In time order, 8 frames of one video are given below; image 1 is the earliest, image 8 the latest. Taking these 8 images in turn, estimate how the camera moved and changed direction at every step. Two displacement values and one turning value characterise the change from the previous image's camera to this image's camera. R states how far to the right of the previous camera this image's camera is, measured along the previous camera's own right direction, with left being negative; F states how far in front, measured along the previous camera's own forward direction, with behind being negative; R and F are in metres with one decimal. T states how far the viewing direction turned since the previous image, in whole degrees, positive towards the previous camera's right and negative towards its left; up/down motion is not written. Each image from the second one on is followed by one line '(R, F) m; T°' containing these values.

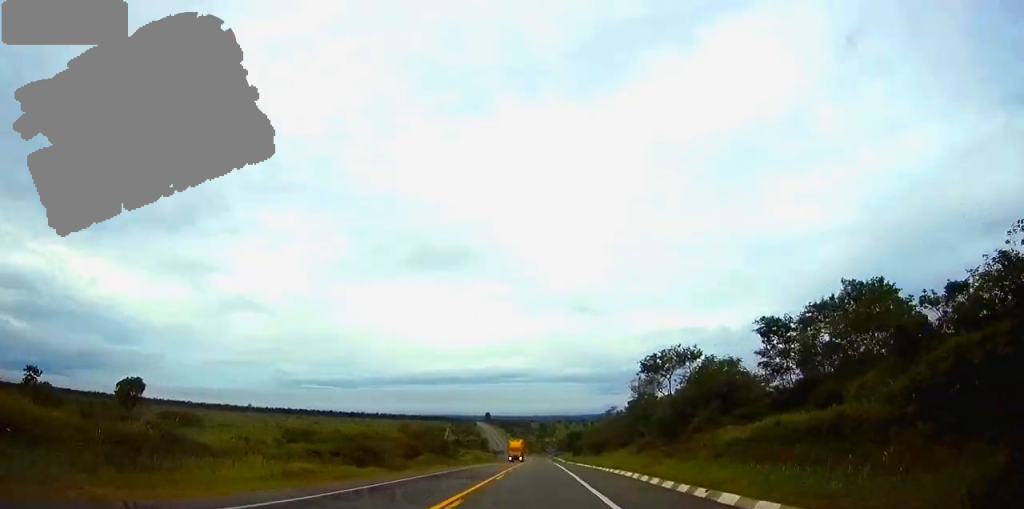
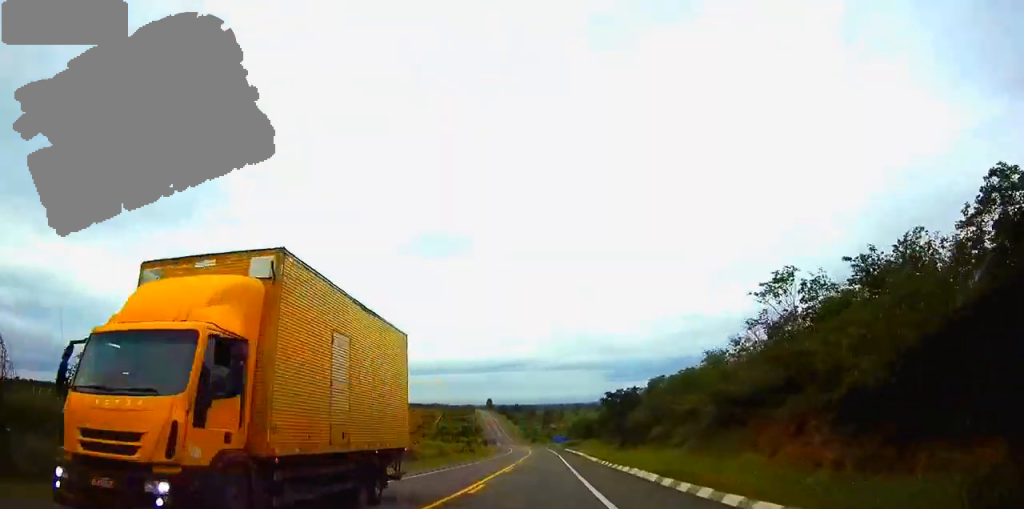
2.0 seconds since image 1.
(-0.2, +73.0) m; -1°
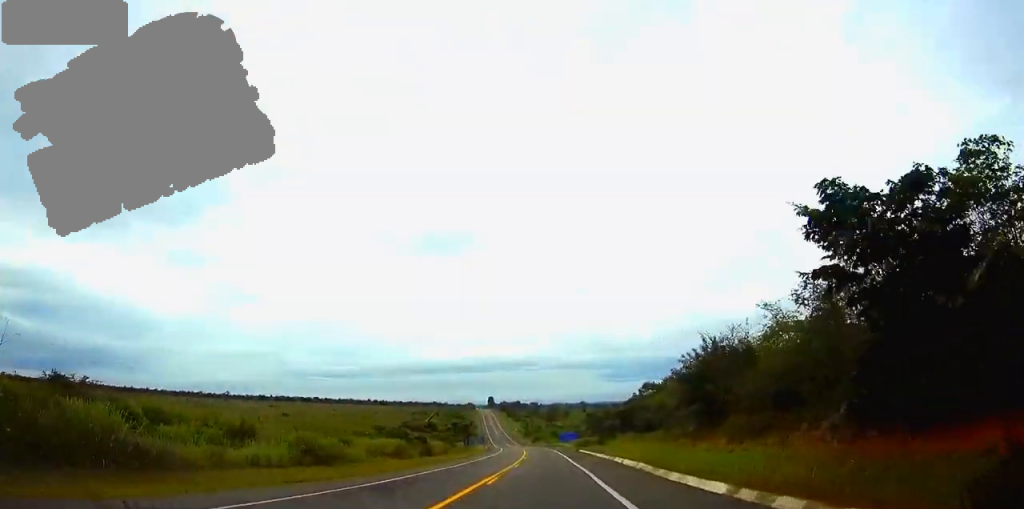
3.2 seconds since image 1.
(-0.2, +45.6) m; 0°
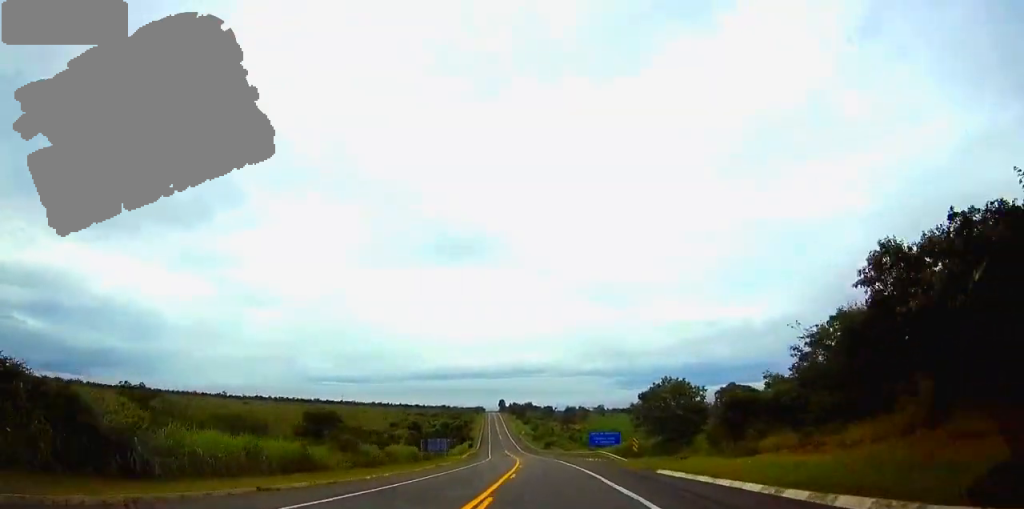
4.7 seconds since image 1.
(-0.3, +55.8) m; -1°
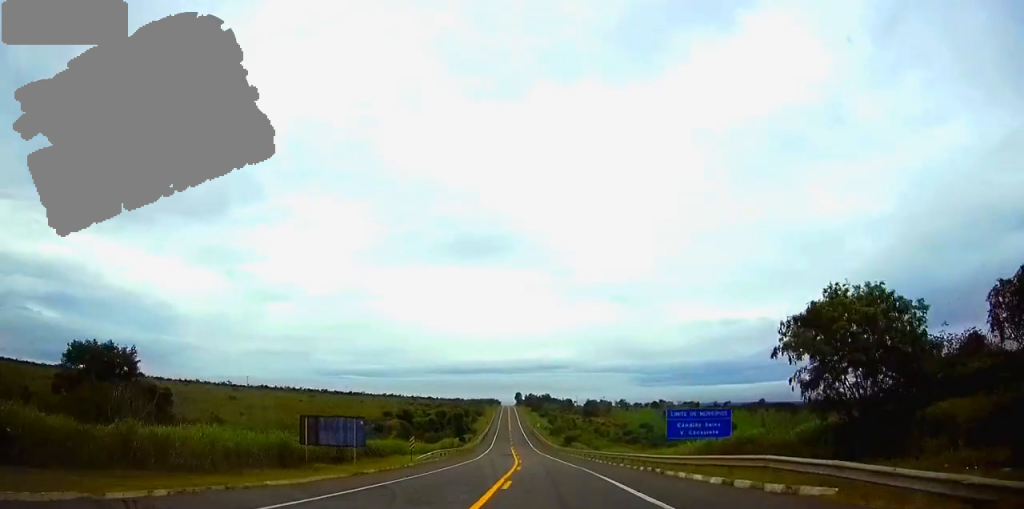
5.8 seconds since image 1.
(-0.6, +40.0) m; -1°
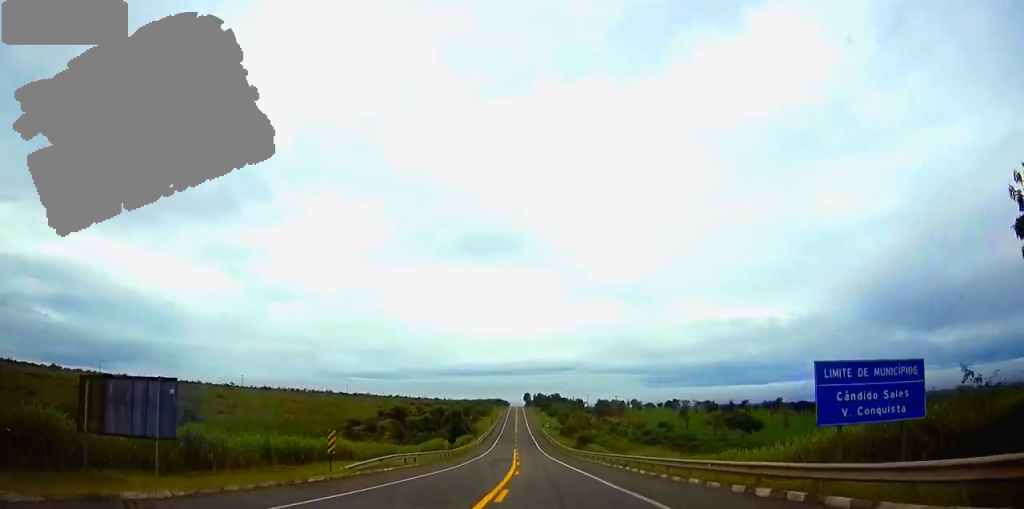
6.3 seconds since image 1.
(-0.1, +18.9) m; -1°
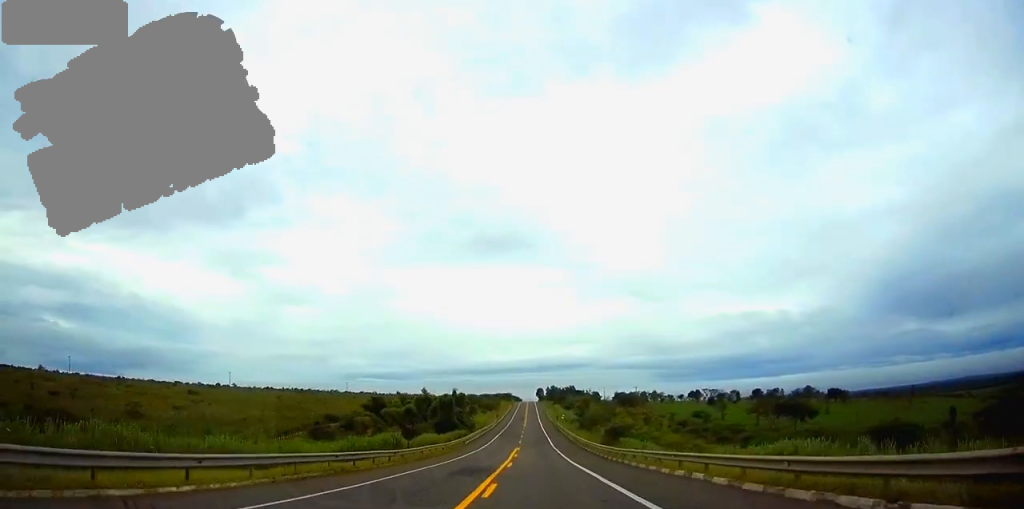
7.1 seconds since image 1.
(-0.3, +31.6) m; -1°
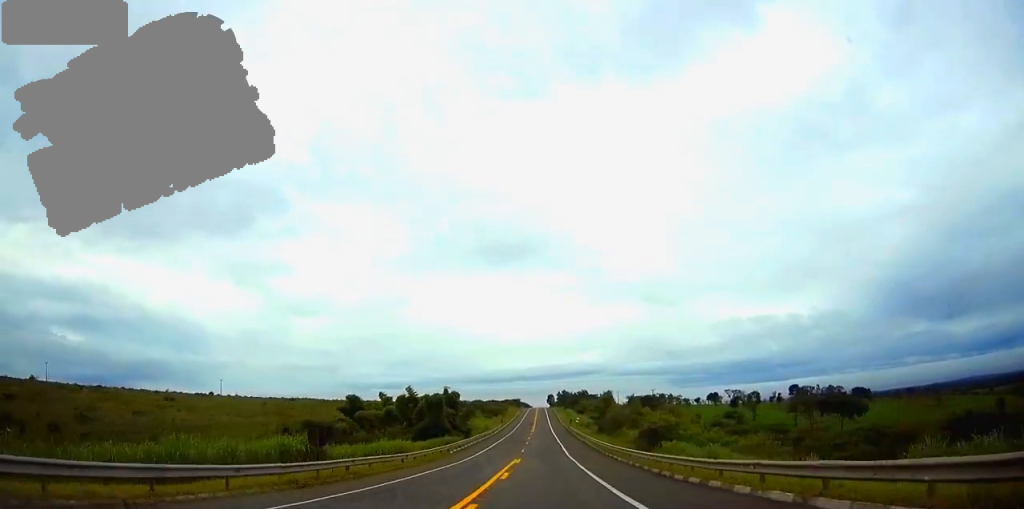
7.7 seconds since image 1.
(-0.1, +21.6) m; -1°
